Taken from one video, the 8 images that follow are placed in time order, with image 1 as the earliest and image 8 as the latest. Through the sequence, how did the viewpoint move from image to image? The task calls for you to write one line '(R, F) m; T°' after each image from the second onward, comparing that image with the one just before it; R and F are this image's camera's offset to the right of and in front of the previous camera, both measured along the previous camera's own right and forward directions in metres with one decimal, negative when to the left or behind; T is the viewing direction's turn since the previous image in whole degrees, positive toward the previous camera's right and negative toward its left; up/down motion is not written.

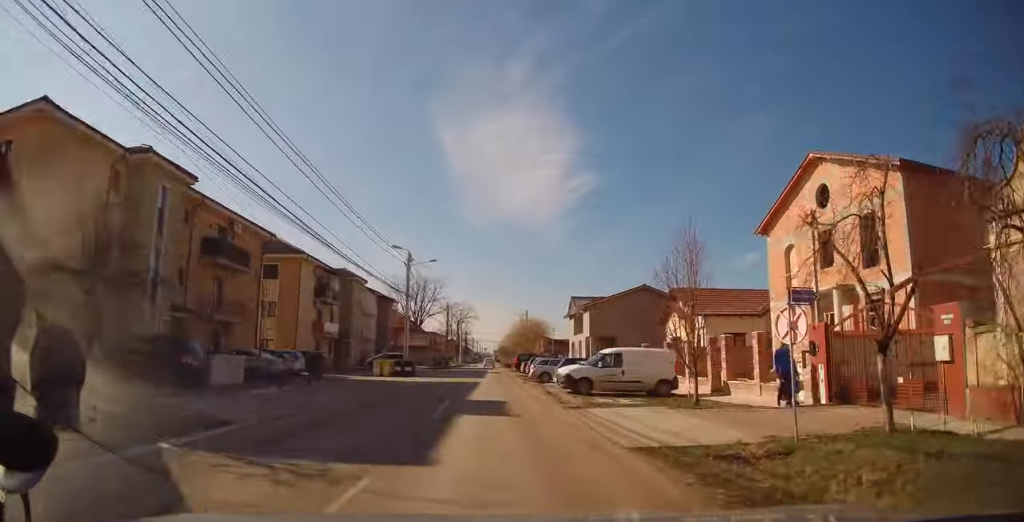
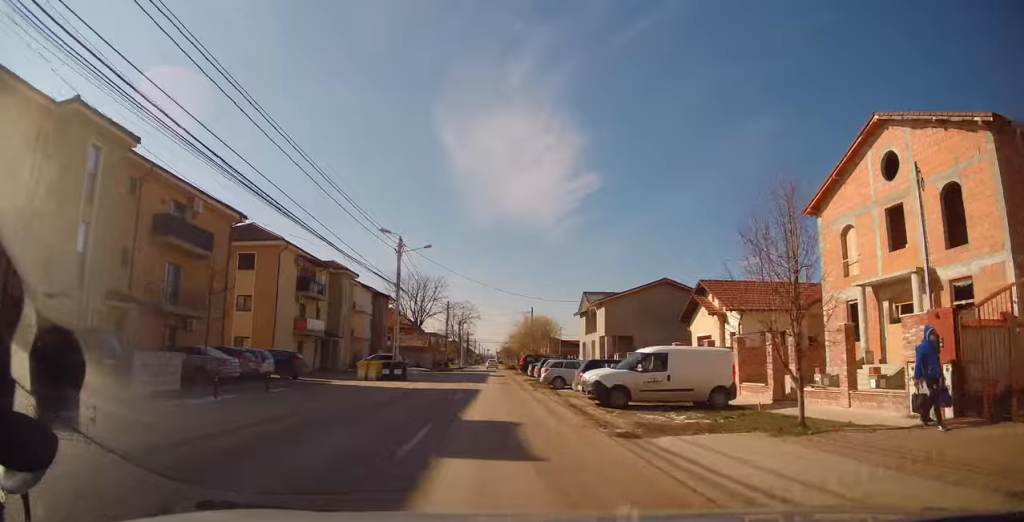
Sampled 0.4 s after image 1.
(0.0, +5.0) m; +1°
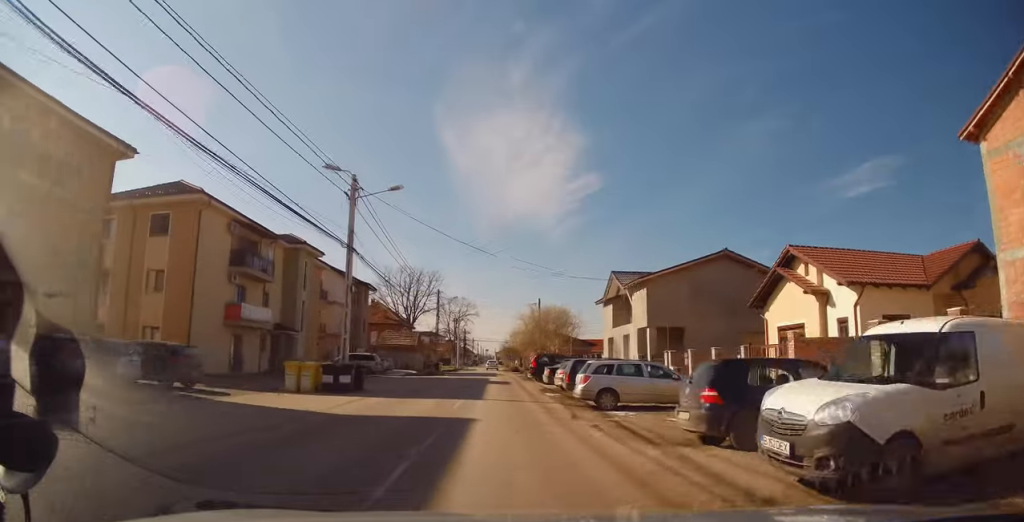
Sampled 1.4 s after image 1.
(+0.3, +10.9) m; 0°
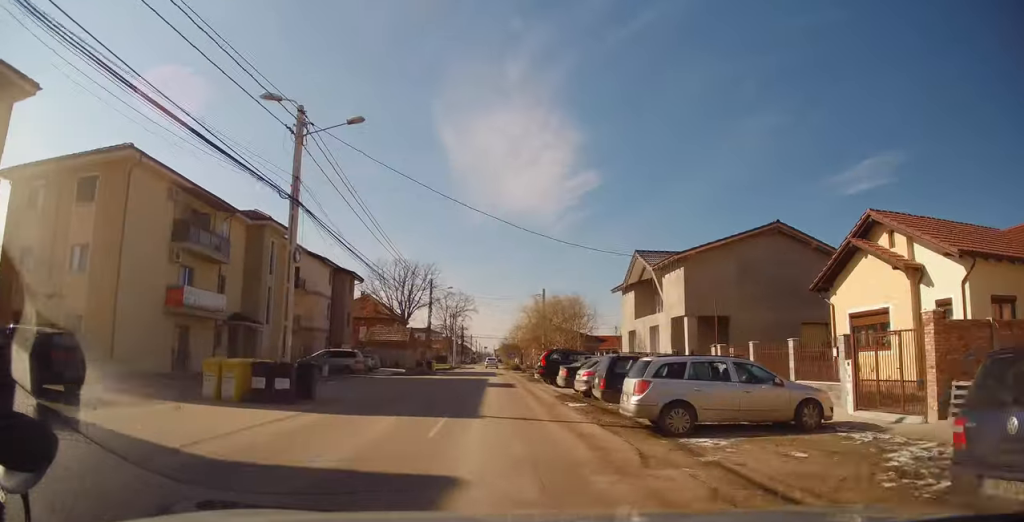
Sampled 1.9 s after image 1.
(+0.2, +5.9) m; -1°
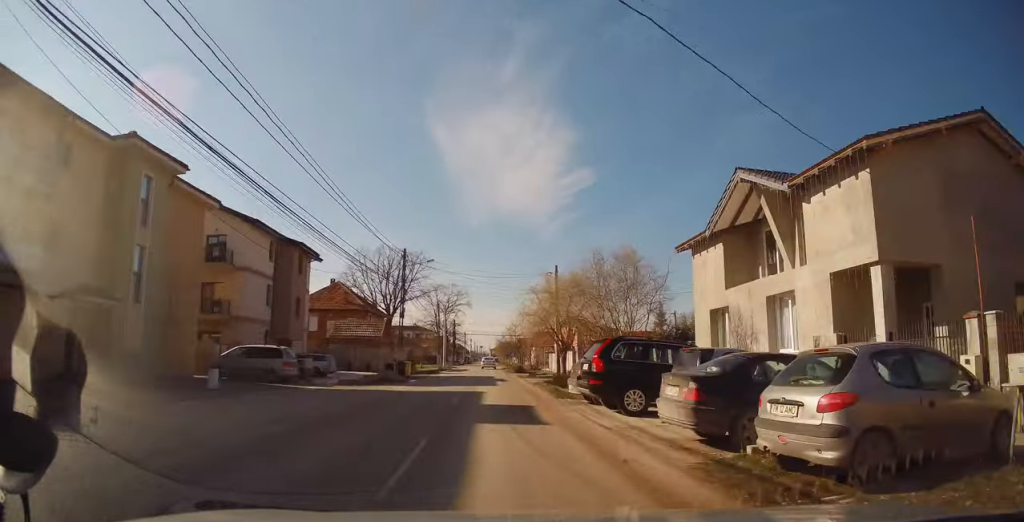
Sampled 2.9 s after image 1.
(-0.7, +12.8) m; 0°
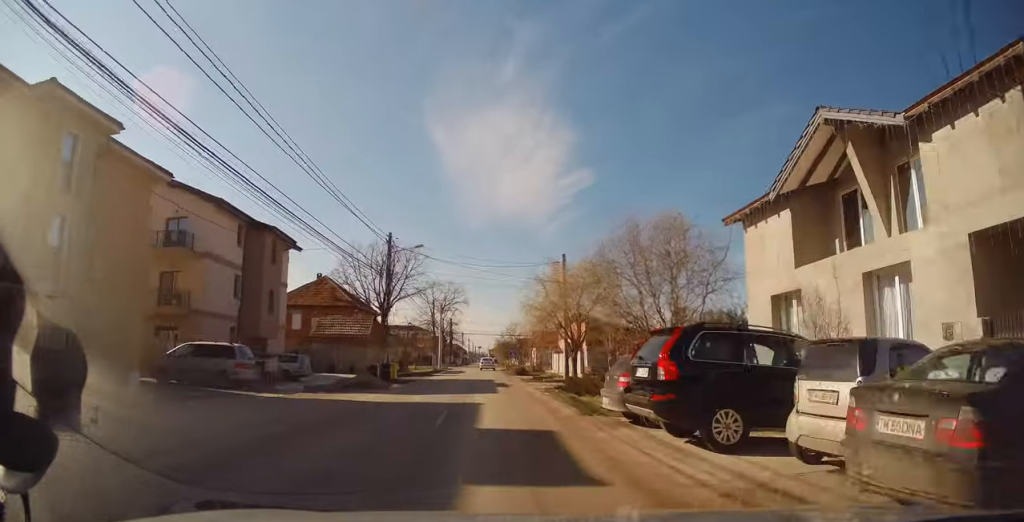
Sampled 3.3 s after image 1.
(+0.3, +4.8) m; +1°
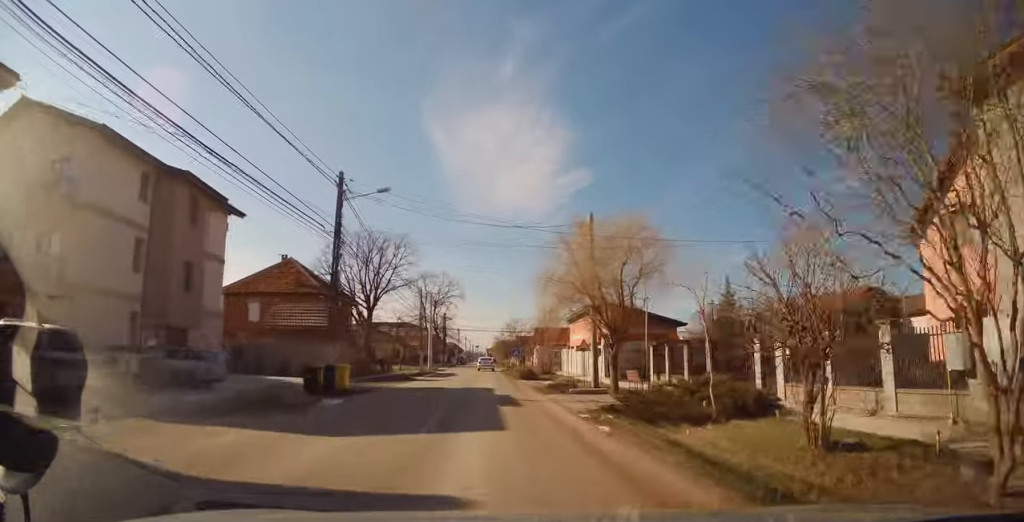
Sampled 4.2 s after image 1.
(+0.2, +9.9) m; 0°
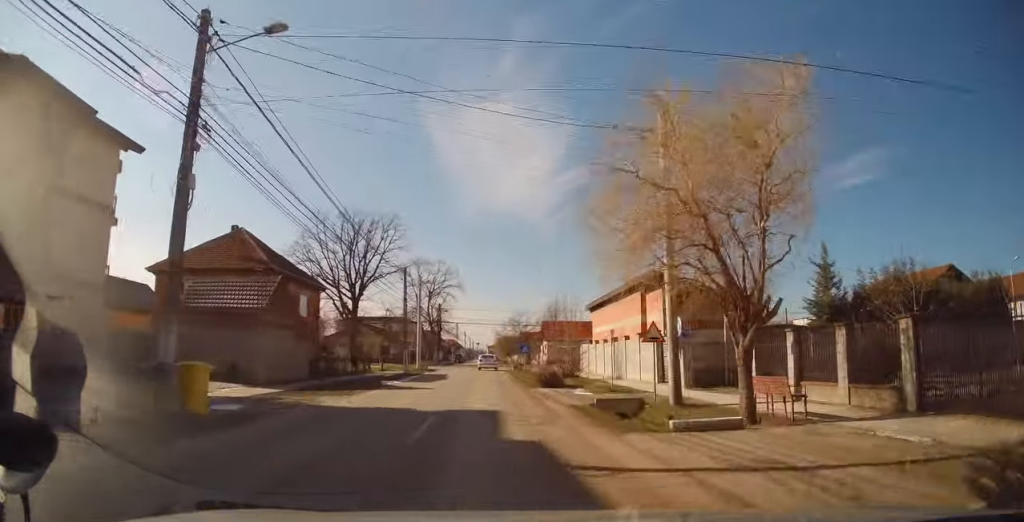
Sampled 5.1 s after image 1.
(-0.3, +10.6) m; -1°
